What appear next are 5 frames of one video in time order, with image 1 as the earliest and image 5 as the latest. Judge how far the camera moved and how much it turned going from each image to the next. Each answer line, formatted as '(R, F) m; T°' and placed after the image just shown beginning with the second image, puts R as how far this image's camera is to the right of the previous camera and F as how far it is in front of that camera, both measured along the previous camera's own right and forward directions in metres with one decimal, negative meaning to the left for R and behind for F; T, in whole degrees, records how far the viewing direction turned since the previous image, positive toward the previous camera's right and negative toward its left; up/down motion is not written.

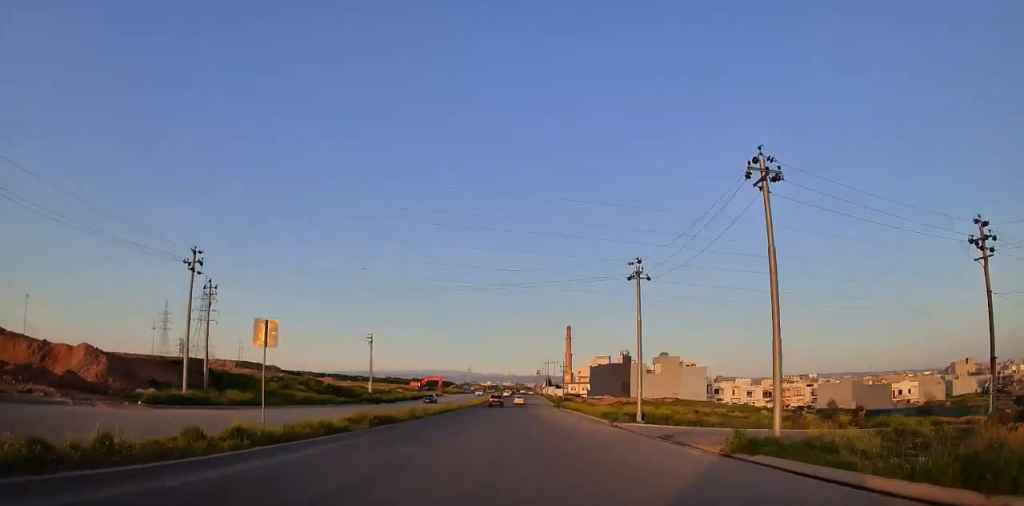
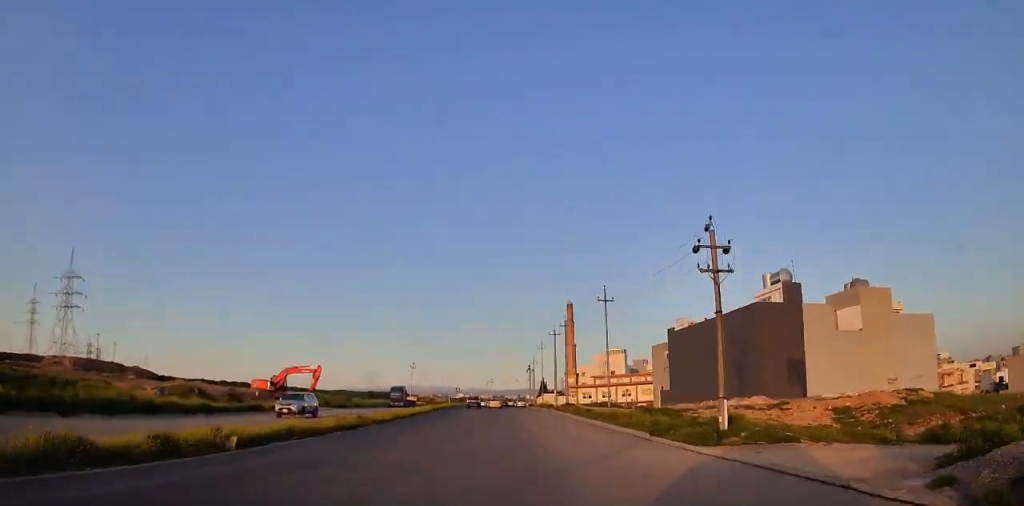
(+1.4, +92.9) m; +1°
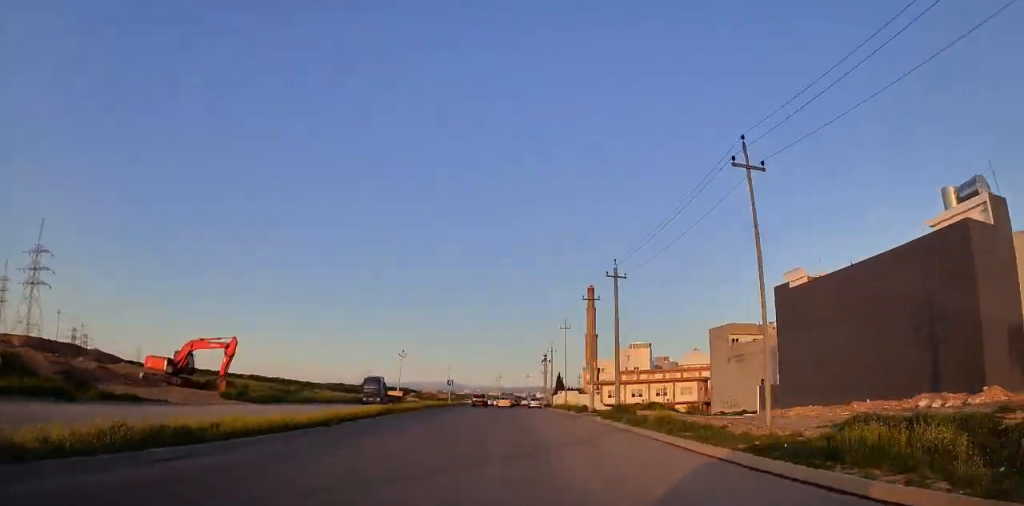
(-0.1, +23.7) m; 0°
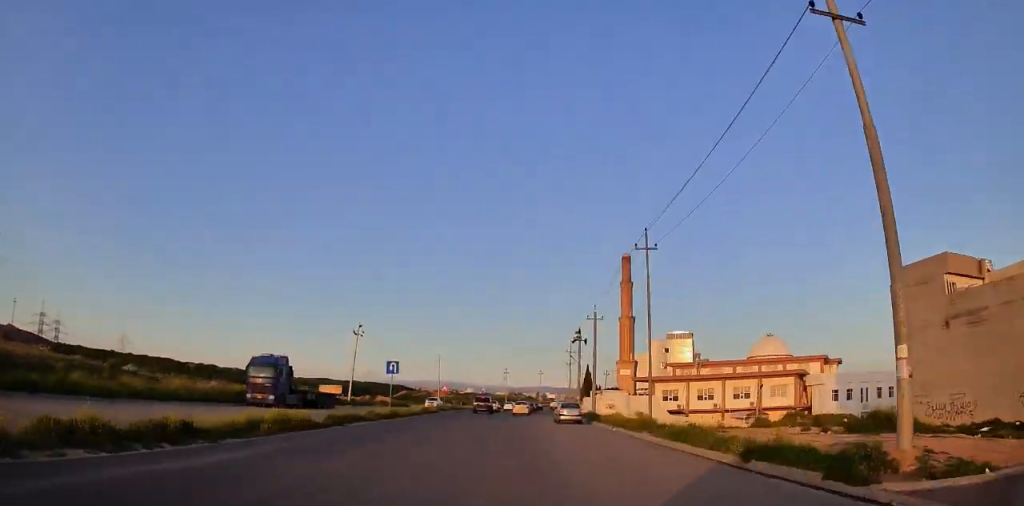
(-0.2, +34.0) m; 0°
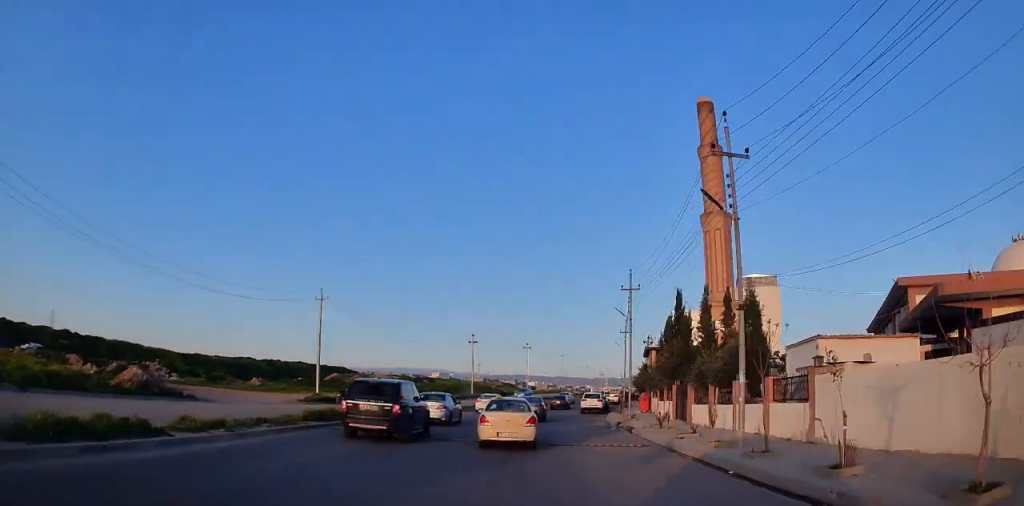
(+0.3, +53.9) m; +1°
